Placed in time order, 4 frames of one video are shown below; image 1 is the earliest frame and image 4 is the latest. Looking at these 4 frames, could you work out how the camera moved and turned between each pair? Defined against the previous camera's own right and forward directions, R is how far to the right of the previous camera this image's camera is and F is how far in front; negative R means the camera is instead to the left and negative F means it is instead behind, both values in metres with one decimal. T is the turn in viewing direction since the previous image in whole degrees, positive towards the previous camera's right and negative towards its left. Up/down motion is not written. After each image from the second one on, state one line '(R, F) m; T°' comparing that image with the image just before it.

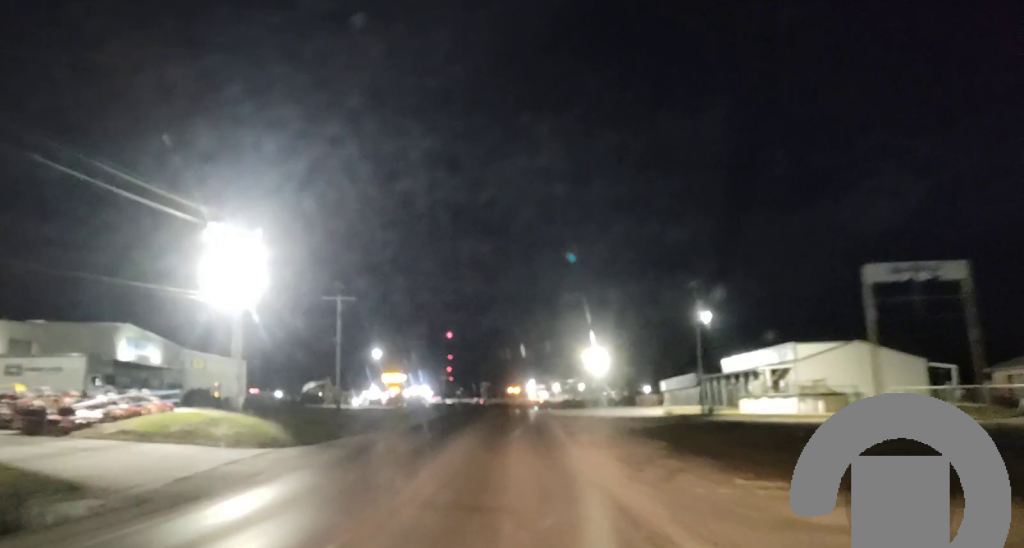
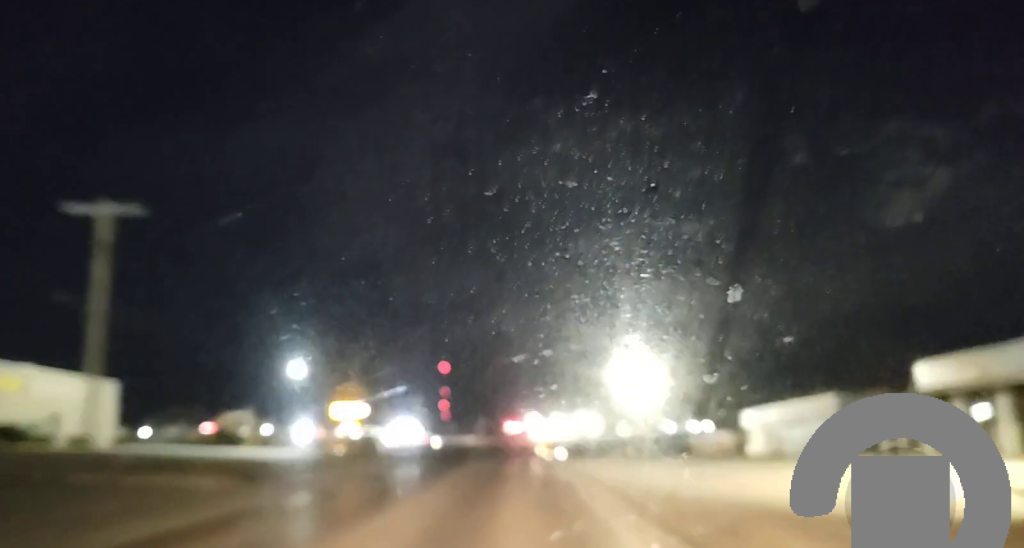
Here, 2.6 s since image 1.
(+0.6, +39.8) m; +1°
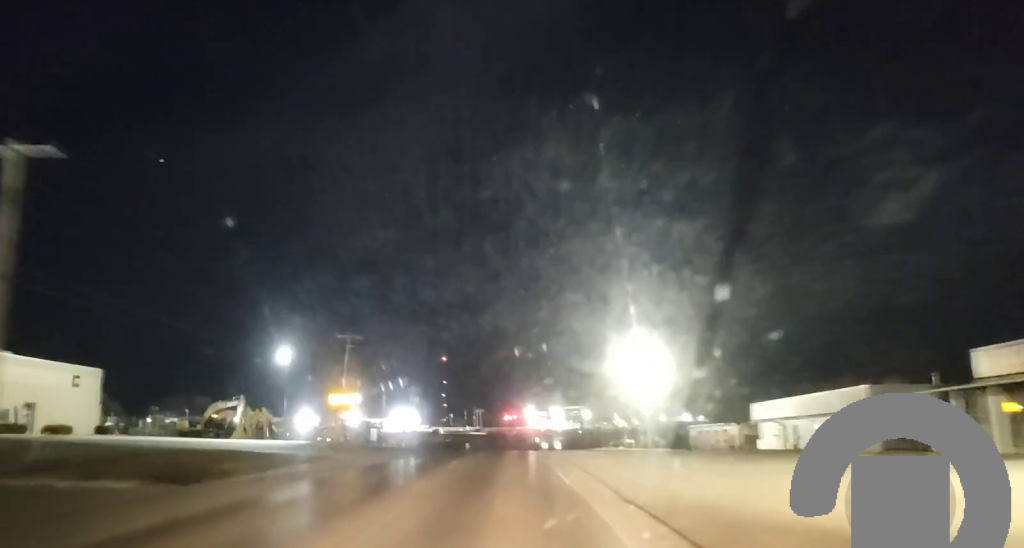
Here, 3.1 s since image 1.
(-0.1, +7.7) m; 0°
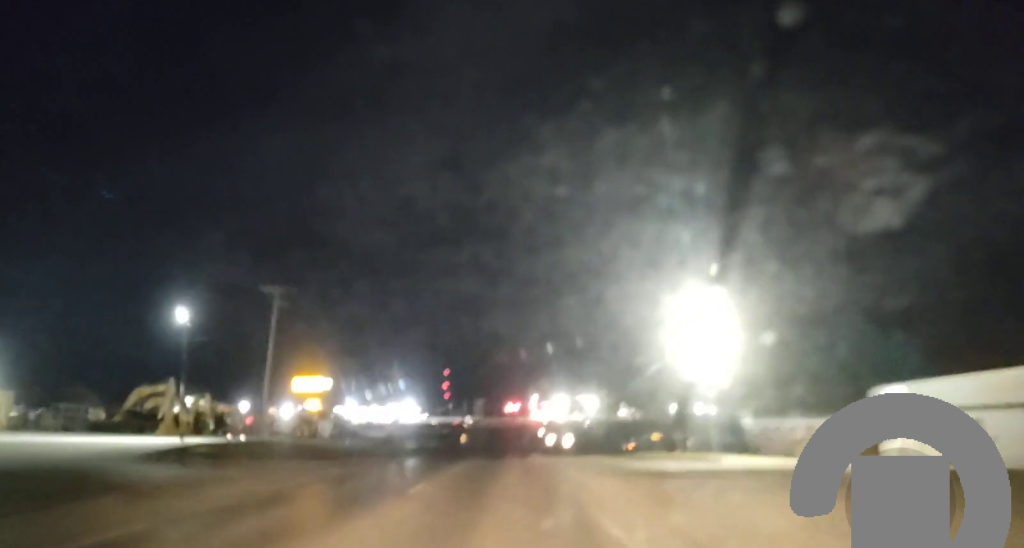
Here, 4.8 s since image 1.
(-0.1, +24.8) m; -1°
